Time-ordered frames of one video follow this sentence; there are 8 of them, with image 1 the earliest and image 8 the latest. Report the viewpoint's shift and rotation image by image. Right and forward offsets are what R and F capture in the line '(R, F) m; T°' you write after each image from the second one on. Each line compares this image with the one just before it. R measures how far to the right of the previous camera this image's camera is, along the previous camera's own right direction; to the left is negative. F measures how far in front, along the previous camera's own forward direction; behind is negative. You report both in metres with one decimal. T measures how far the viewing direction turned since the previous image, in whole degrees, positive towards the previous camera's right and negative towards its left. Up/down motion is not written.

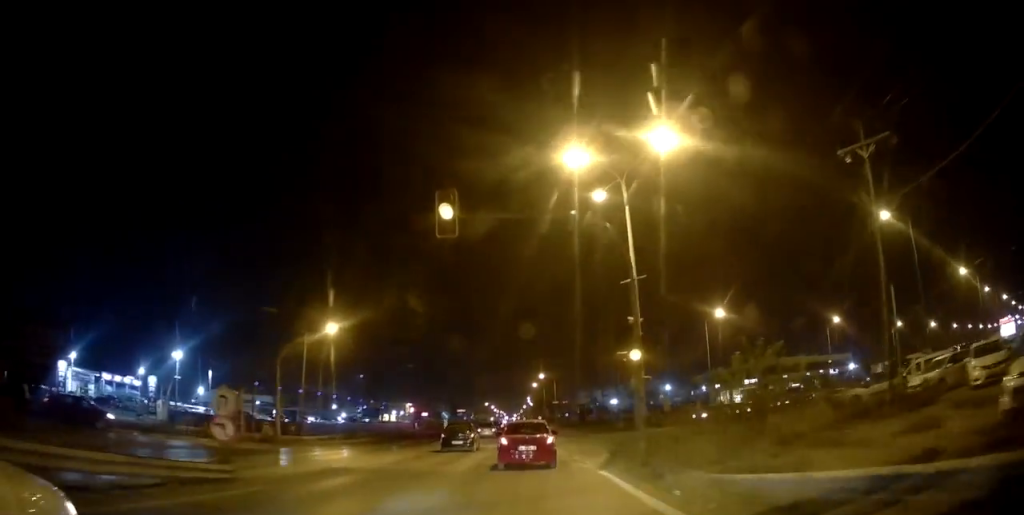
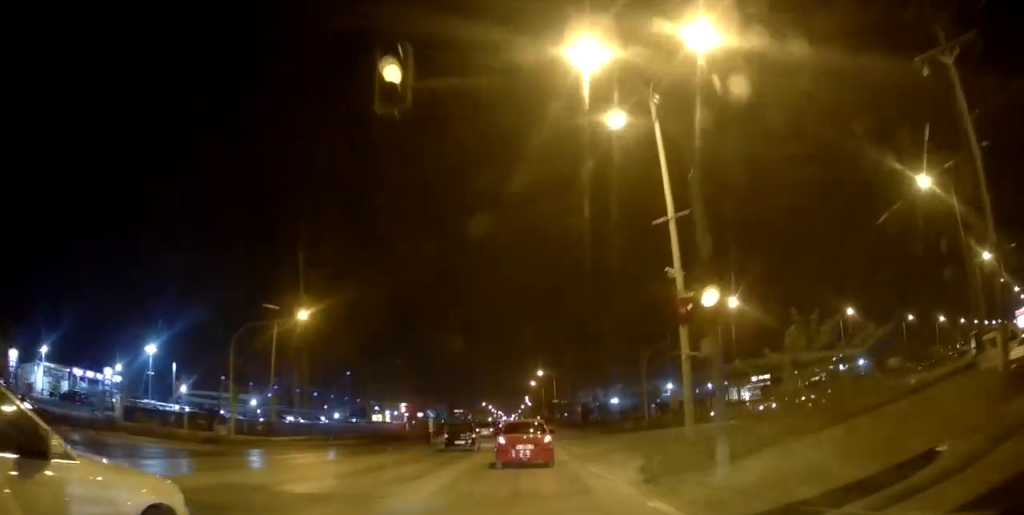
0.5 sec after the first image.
(0.0, +5.9) m; -1°
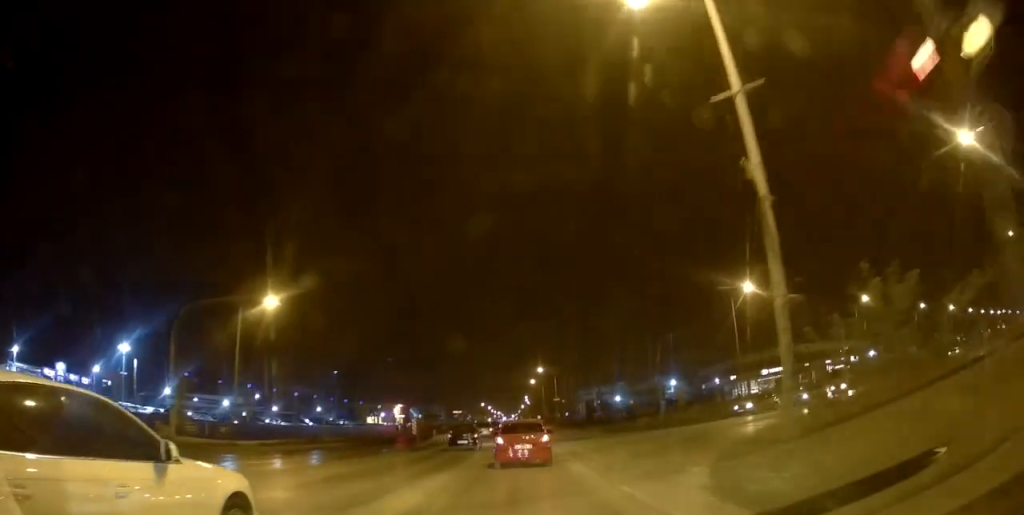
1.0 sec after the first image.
(0.0, +5.6) m; -1°
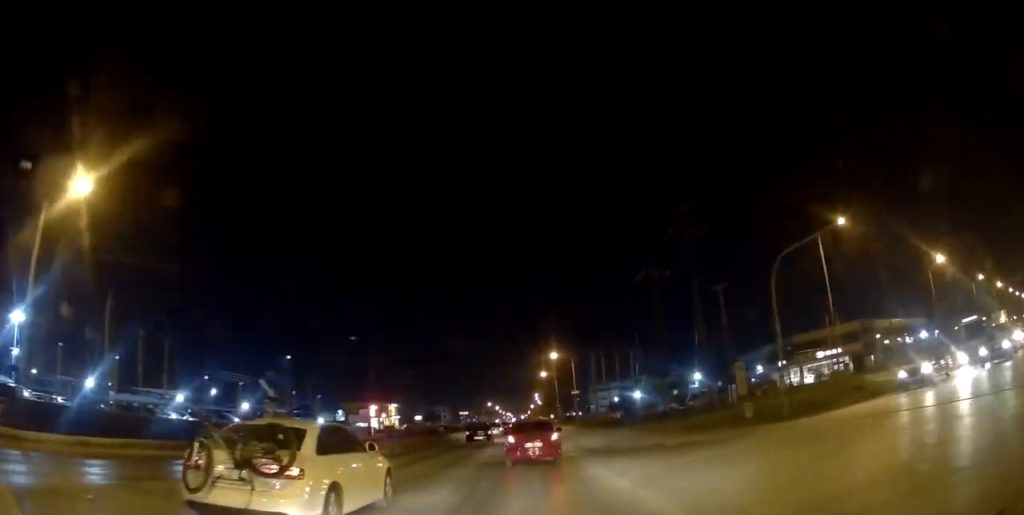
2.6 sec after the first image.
(-0.1, +20.4) m; +1°
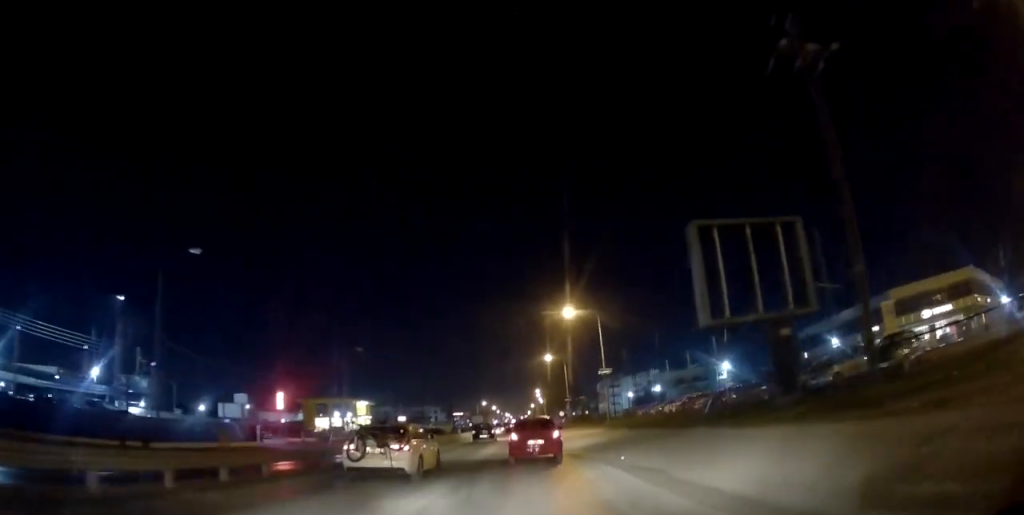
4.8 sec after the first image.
(+0.8, +30.4) m; +1°
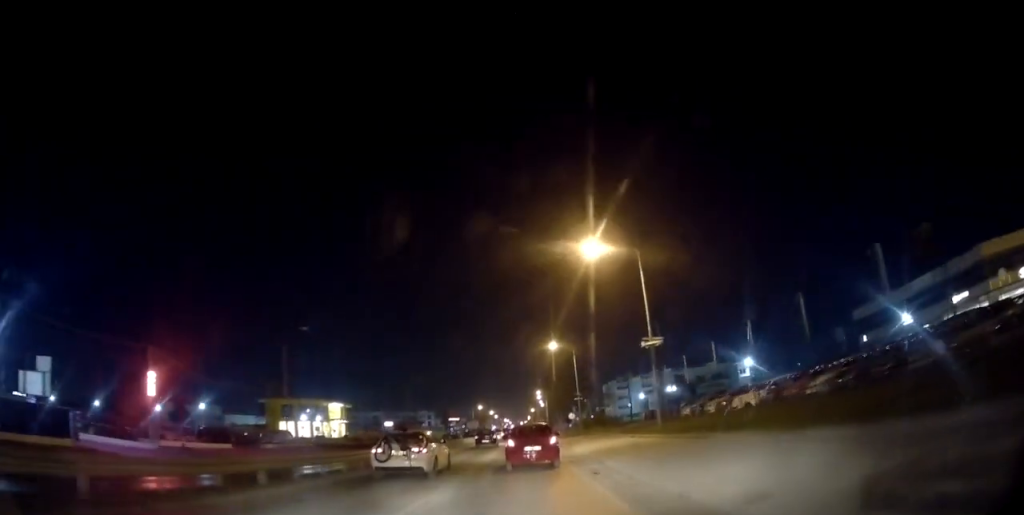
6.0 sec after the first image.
(-0.2, +18.9) m; 0°
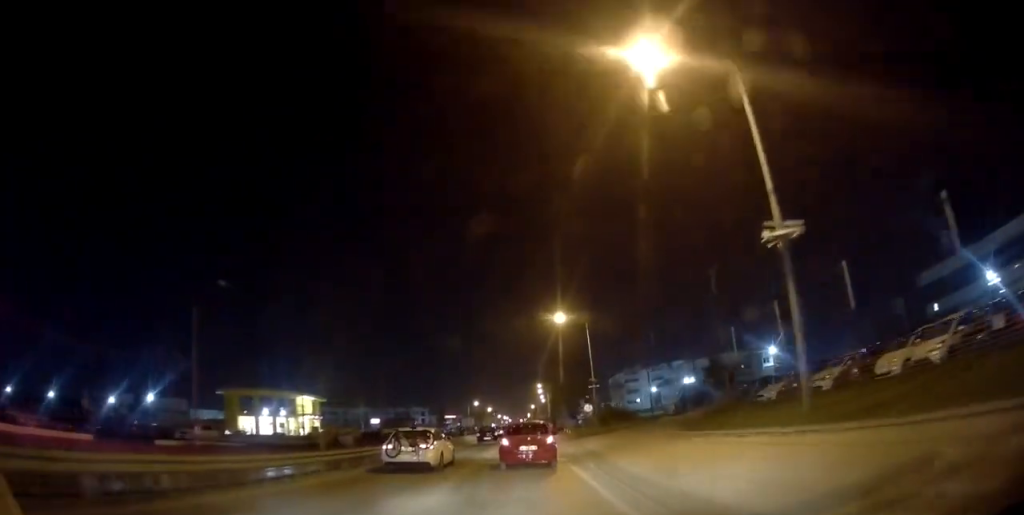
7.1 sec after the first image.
(+0.2, +16.1) m; 0°
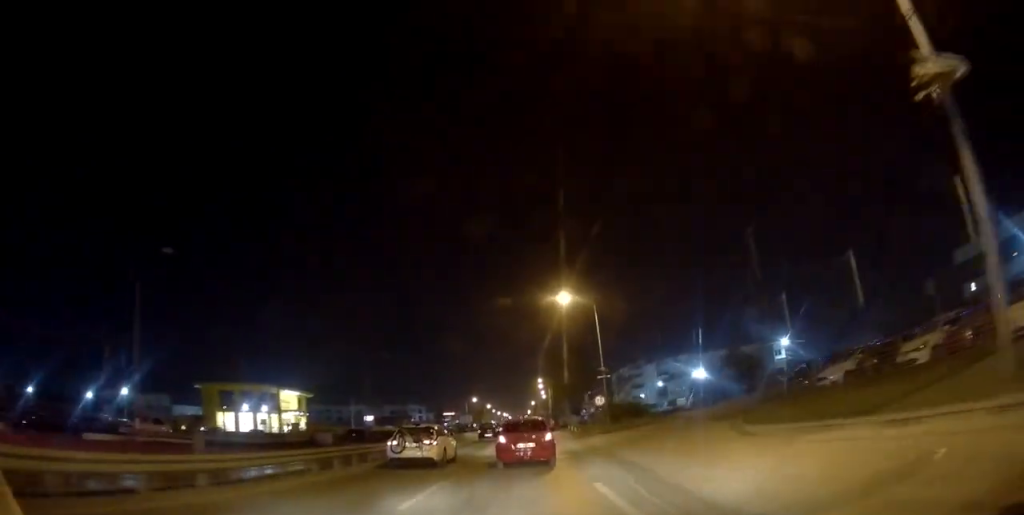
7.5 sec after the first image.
(-0.2, +6.9) m; 0°
